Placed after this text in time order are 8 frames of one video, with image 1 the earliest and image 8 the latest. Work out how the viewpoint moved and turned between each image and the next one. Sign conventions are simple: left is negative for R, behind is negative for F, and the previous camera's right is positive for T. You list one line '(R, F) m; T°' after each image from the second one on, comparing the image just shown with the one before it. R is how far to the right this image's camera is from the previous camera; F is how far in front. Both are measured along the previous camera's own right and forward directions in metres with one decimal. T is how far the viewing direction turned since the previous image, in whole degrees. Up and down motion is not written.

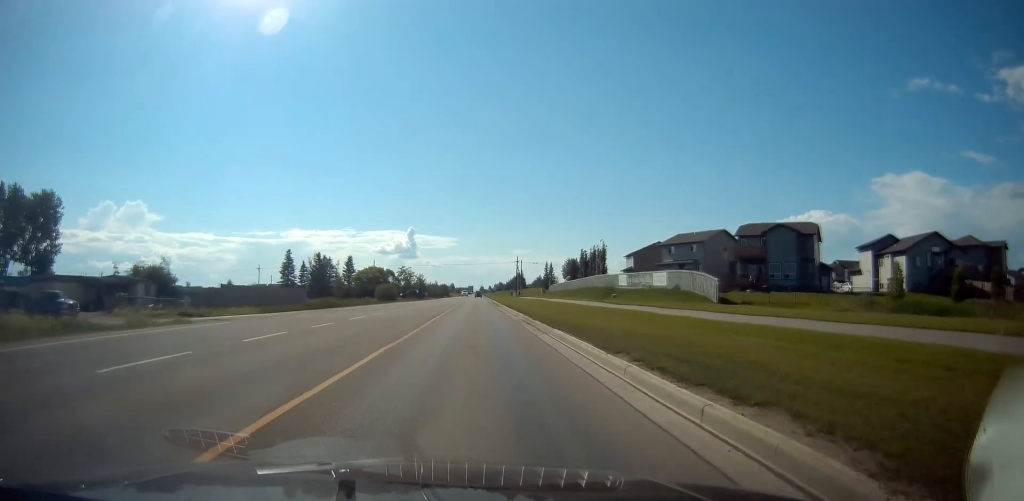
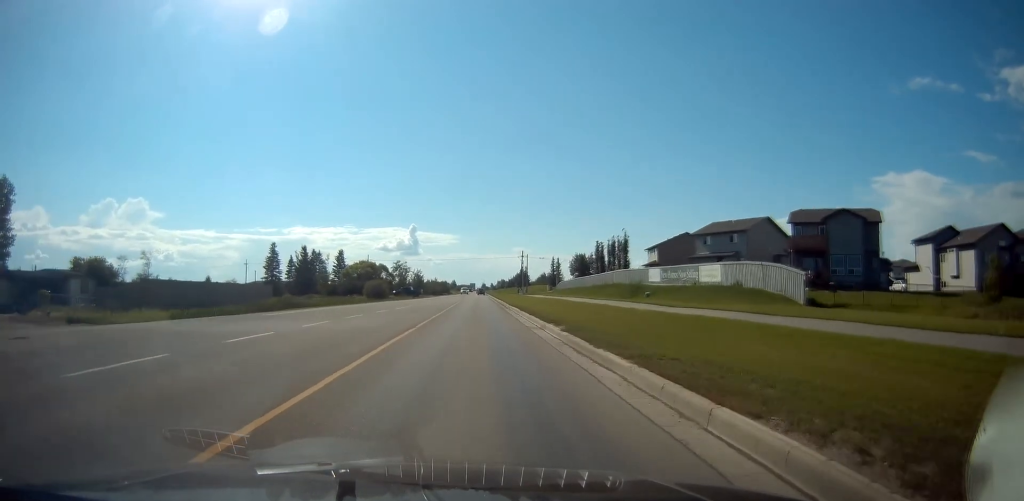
(+0.2, +12.8) m; 0°
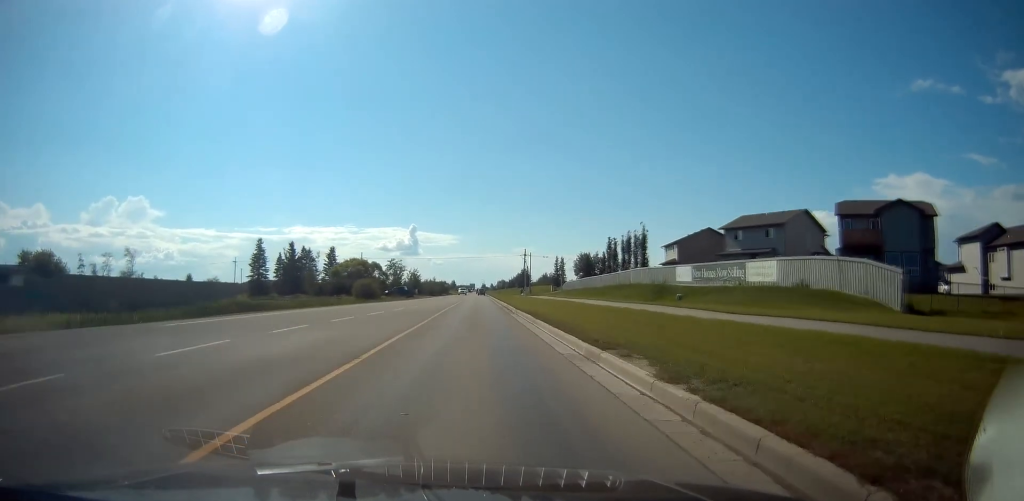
(+0.1, +9.0) m; 0°
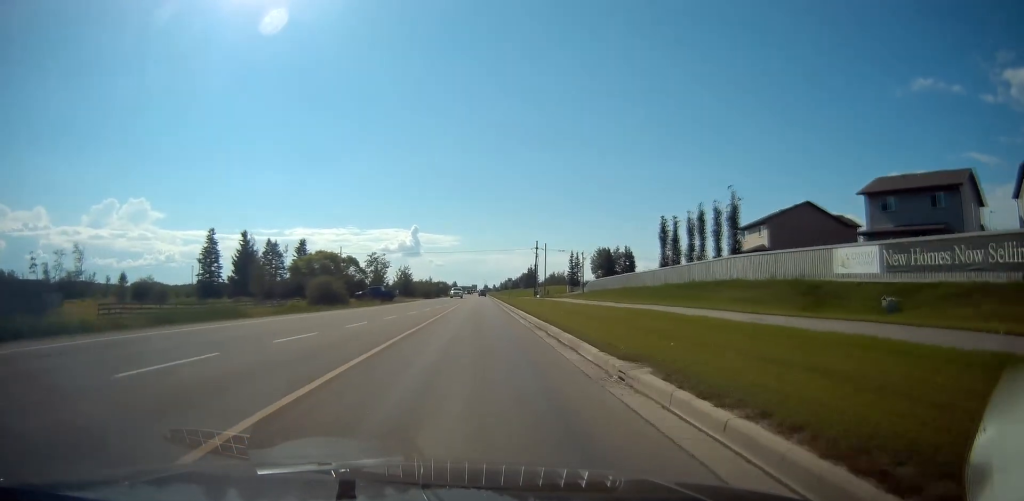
(-0.6, +25.7) m; -1°
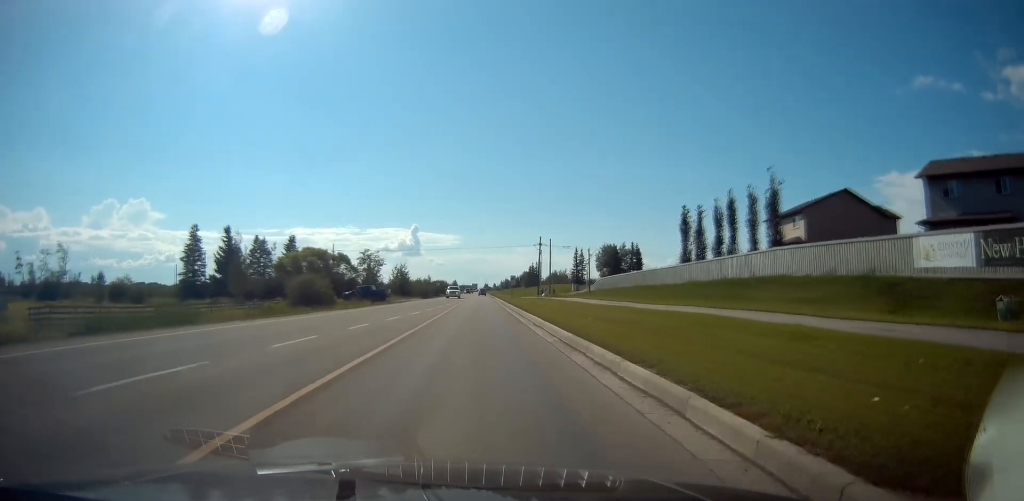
(0.0, +6.8) m; 0°
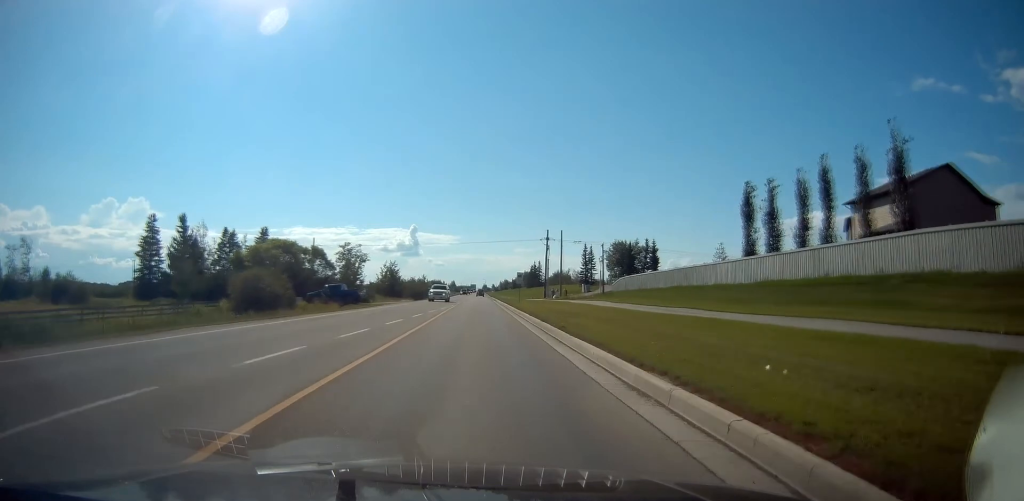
(0.0, +14.1) m; 0°
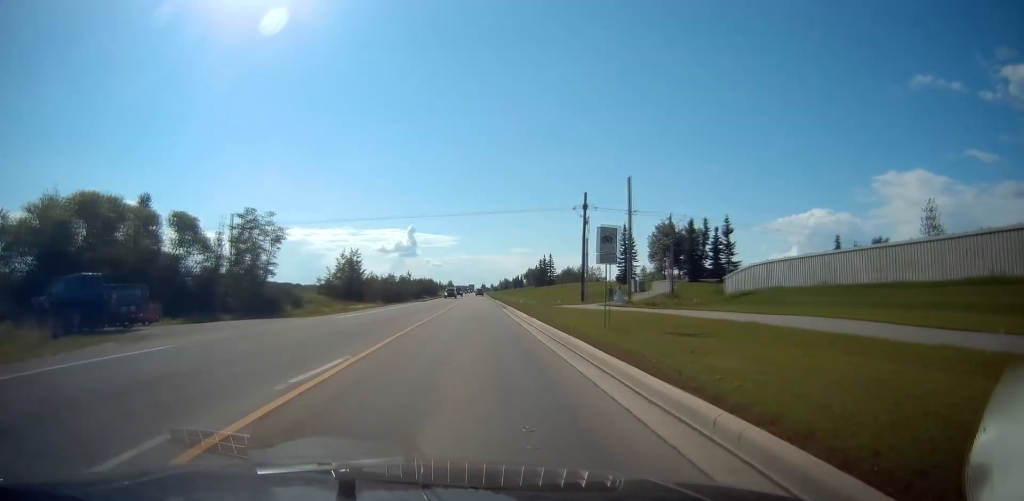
(0.0, +37.6) m; 0°
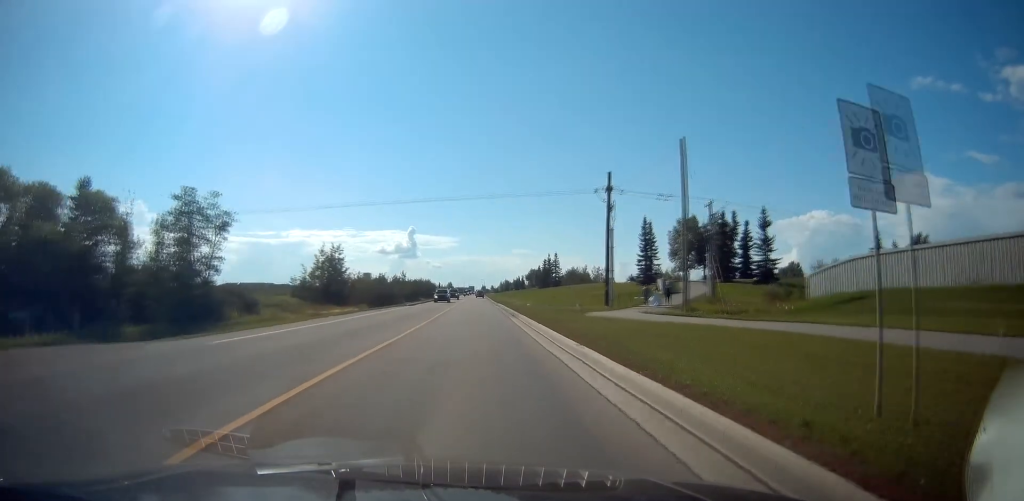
(0.0, +11.7) m; 0°
